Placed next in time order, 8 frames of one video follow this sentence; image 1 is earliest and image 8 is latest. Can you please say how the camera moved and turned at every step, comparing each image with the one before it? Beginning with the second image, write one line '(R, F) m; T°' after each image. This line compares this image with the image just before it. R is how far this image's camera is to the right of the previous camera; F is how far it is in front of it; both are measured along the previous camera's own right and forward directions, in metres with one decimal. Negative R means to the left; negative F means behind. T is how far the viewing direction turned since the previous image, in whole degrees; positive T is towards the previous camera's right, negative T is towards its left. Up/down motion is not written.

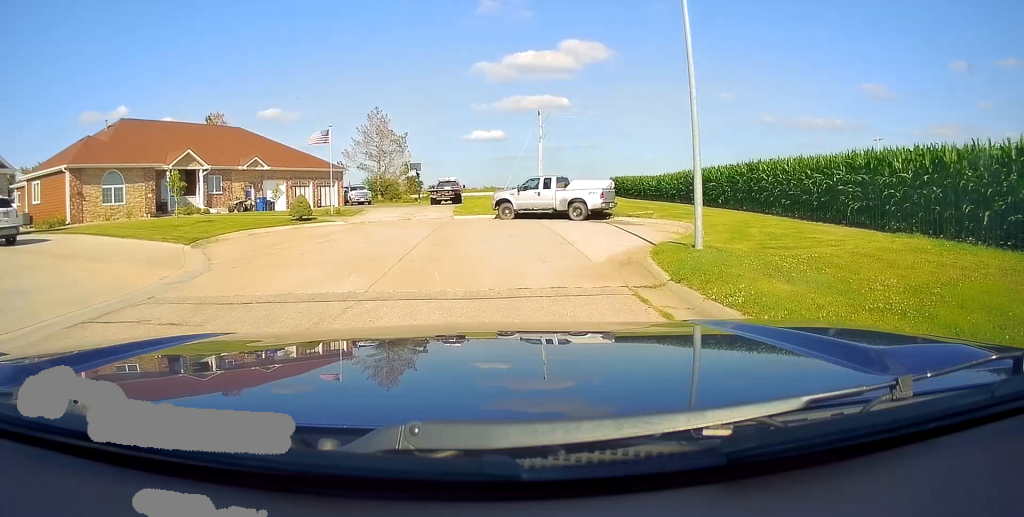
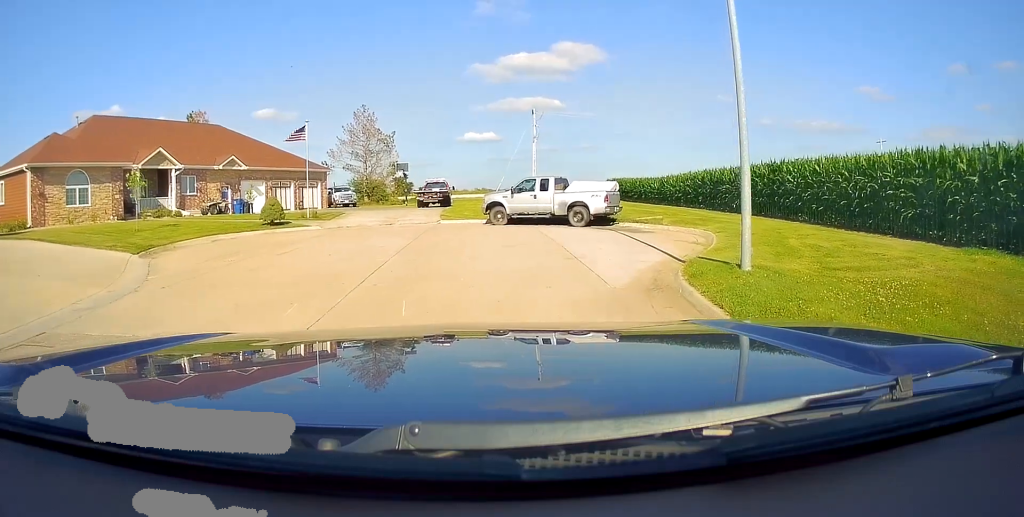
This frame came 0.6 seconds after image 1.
(0.0, +3.1) m; +2°
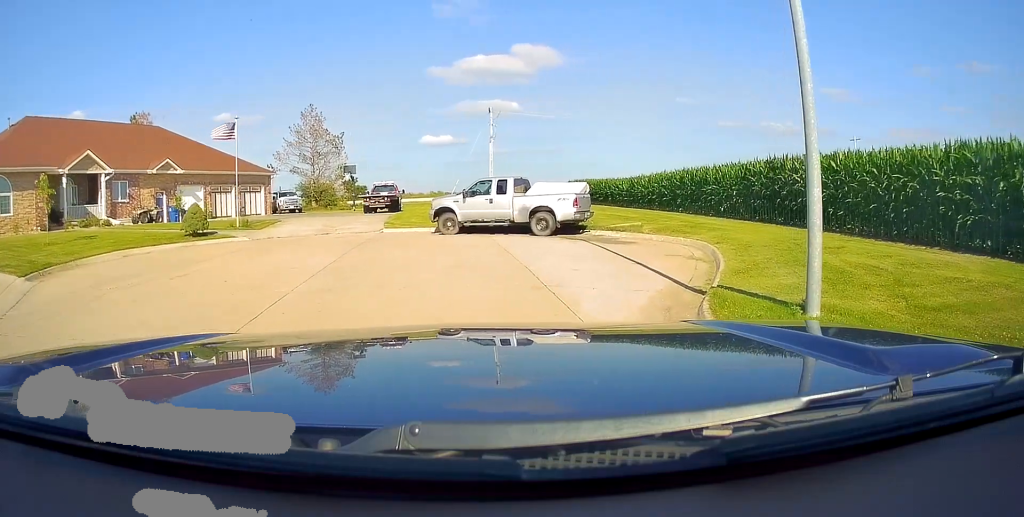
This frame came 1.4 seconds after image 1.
(+0.3, +4.0) m; +5°
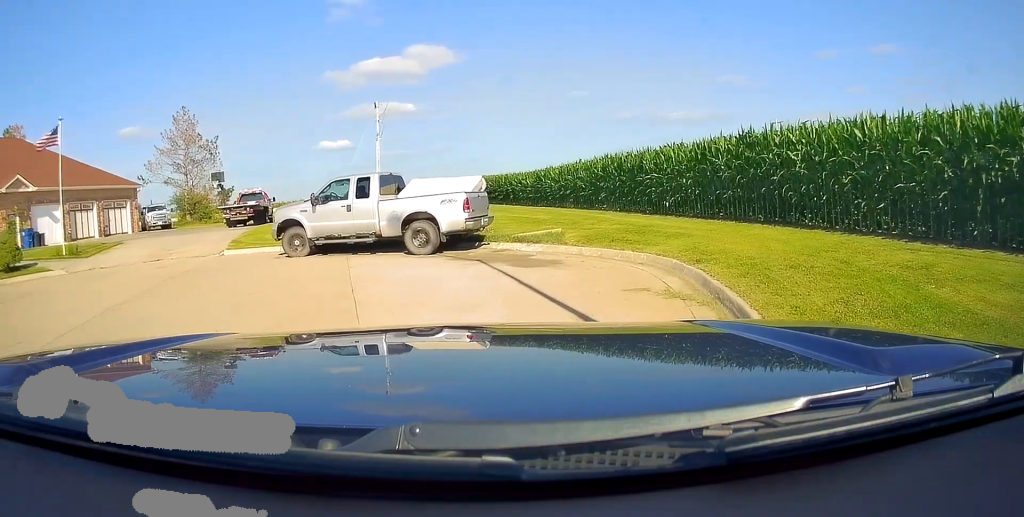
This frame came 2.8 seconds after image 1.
(+0.4, +6.7) m; +11°
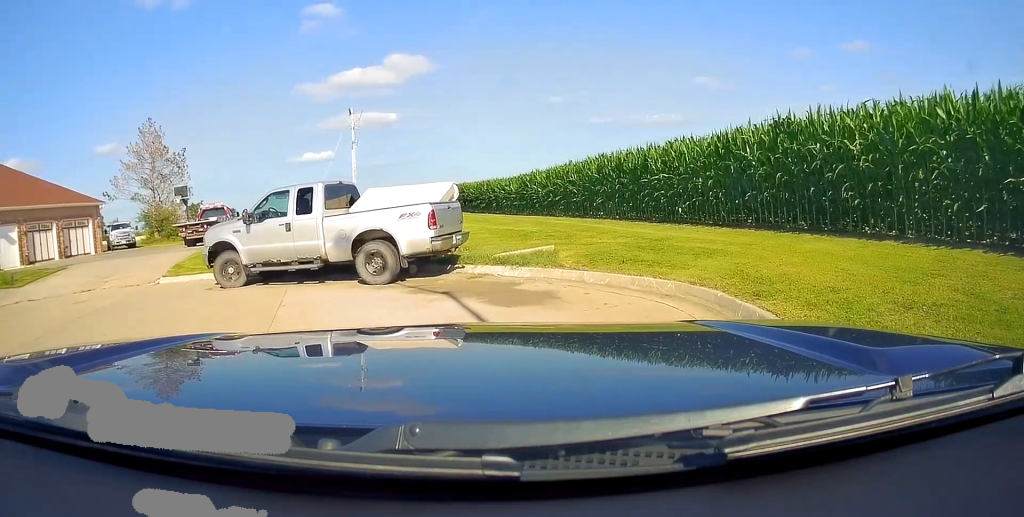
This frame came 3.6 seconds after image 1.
(+0.3, +3.7) m; +5°
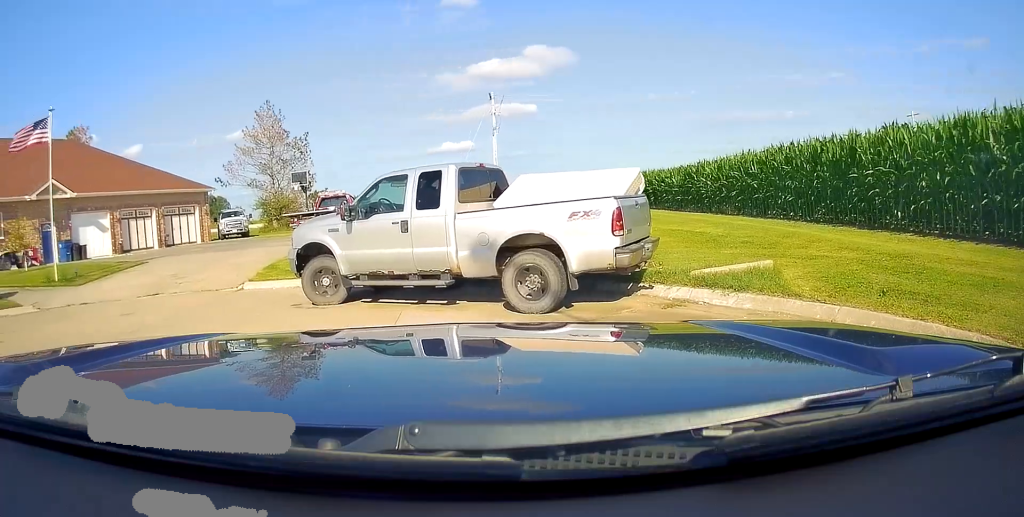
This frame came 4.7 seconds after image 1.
(+0.1, +4.3) m; -8°
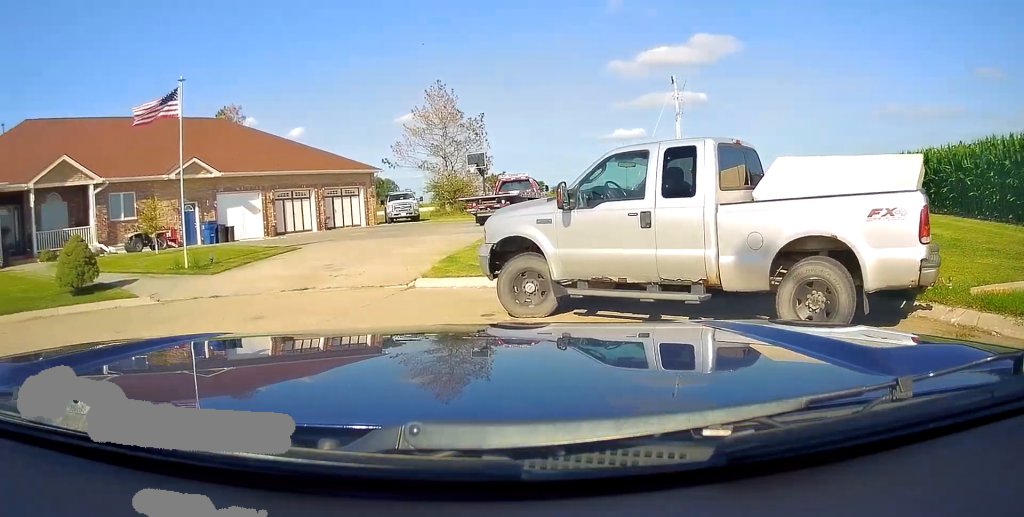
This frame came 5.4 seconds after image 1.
(-0.1, +2.9) m; -16°
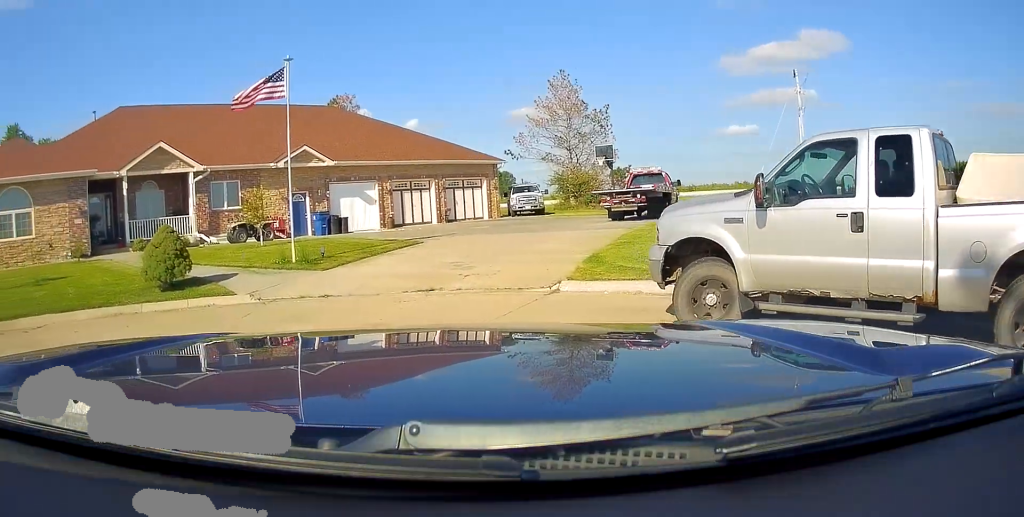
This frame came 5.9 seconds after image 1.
(-0.4, +1.5) m; -12°
